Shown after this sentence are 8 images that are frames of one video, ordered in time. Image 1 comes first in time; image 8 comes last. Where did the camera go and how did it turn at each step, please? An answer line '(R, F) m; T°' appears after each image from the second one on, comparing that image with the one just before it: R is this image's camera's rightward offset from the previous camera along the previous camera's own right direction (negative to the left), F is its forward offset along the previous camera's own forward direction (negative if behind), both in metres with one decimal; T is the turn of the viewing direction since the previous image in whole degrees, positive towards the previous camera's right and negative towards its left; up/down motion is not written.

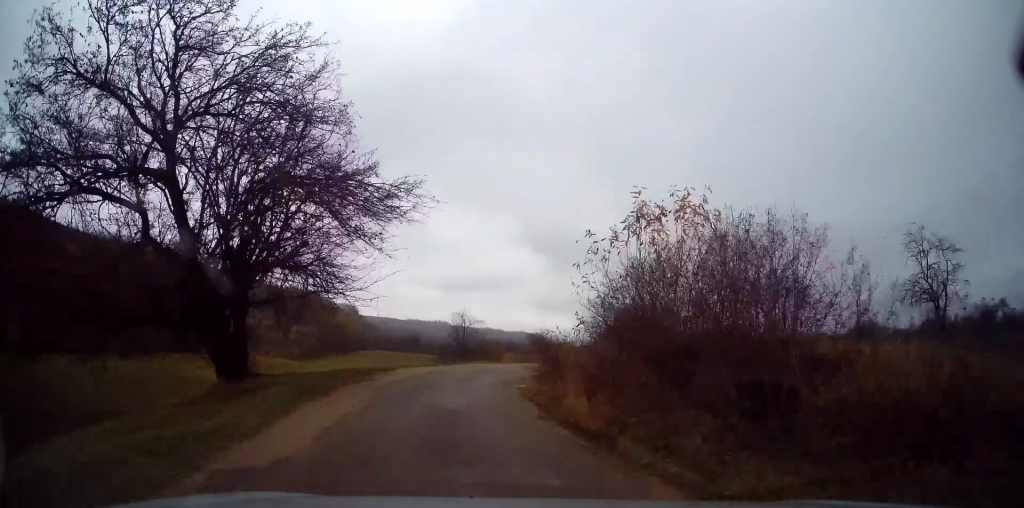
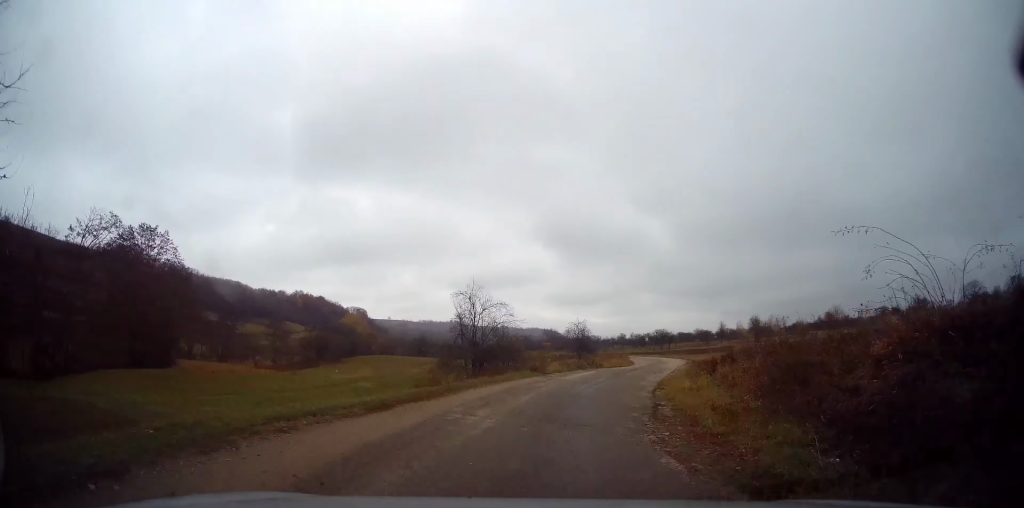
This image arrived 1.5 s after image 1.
(-1.7, +16.7) m; -3°
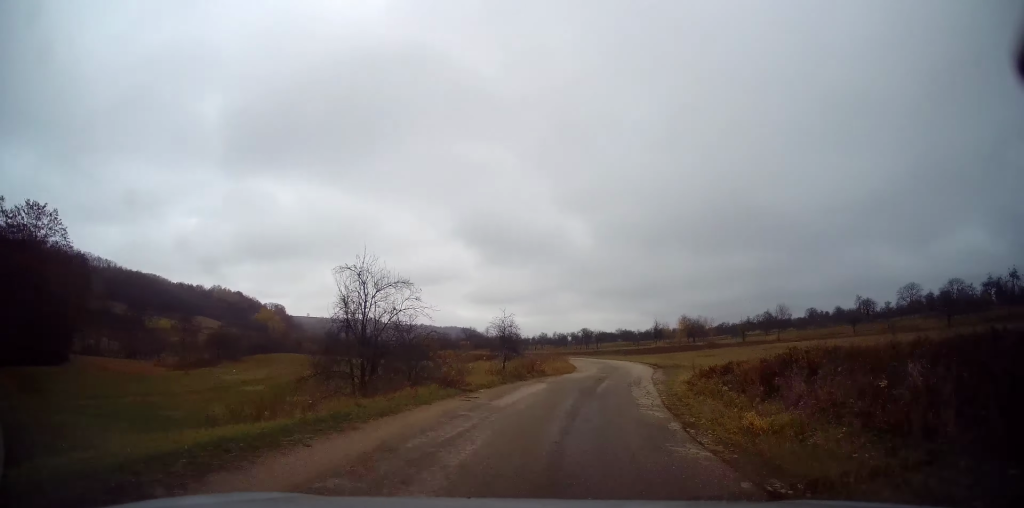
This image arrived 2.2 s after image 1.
(+0.2, +8.4) m; +6°
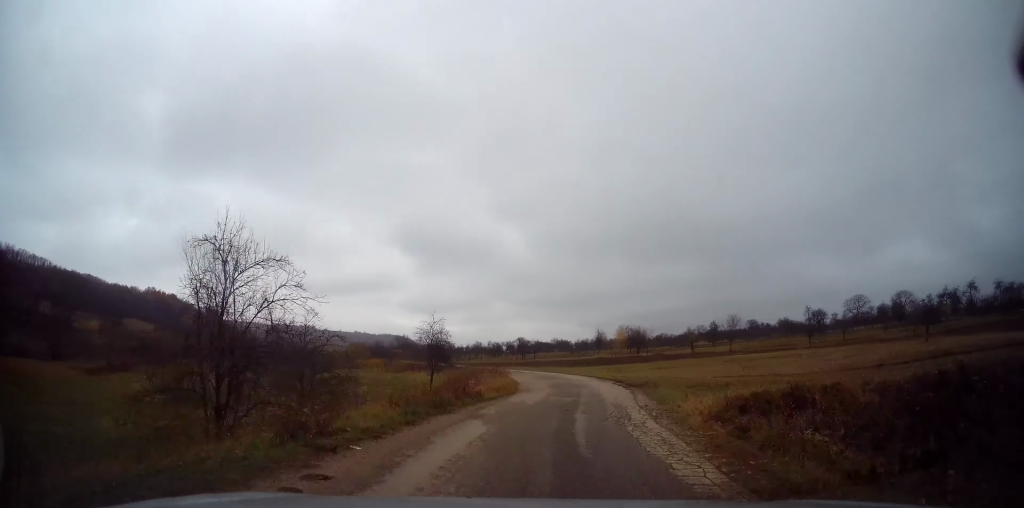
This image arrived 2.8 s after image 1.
(+0.1, +6.1) m; +6°
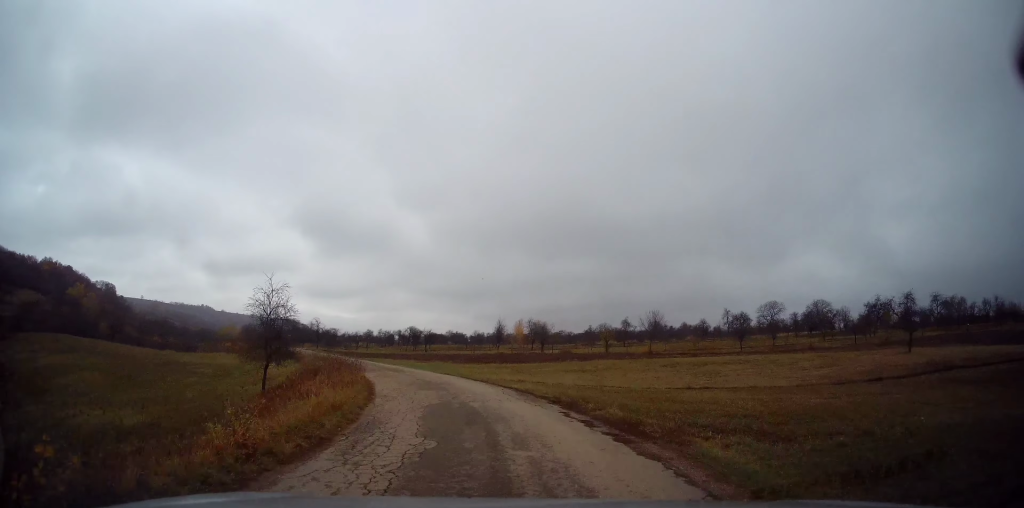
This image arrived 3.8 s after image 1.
(+1.3, +11.9) m; +9°
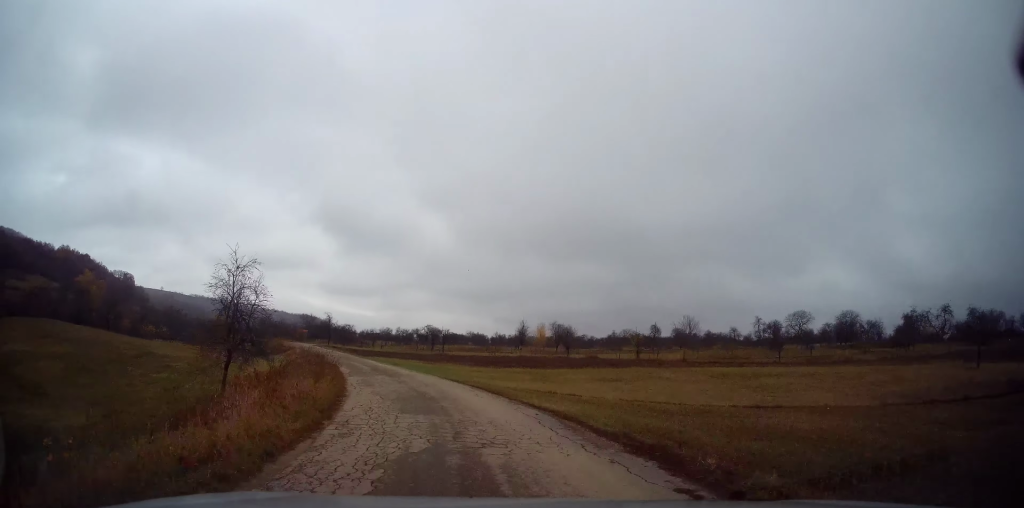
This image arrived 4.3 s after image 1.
(+0.2, +5.9) m; -1°
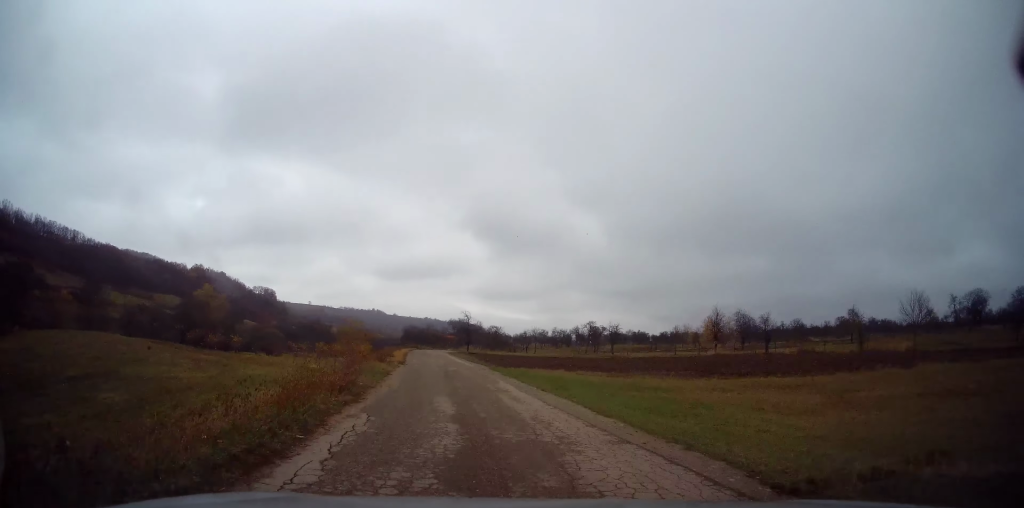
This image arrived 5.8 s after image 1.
(-1.1, +18.4) m; -12°
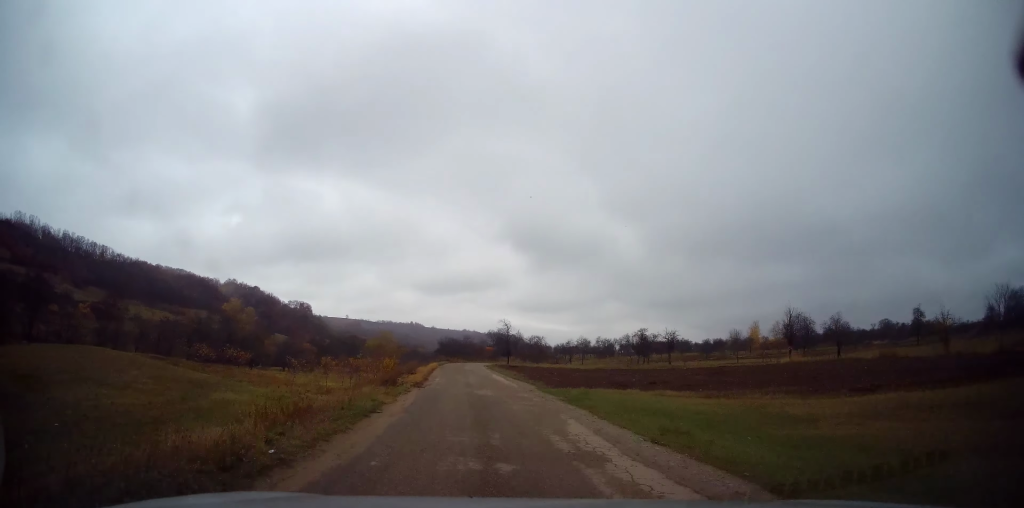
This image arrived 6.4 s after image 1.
(-0.6, +7.7) m; -4°
